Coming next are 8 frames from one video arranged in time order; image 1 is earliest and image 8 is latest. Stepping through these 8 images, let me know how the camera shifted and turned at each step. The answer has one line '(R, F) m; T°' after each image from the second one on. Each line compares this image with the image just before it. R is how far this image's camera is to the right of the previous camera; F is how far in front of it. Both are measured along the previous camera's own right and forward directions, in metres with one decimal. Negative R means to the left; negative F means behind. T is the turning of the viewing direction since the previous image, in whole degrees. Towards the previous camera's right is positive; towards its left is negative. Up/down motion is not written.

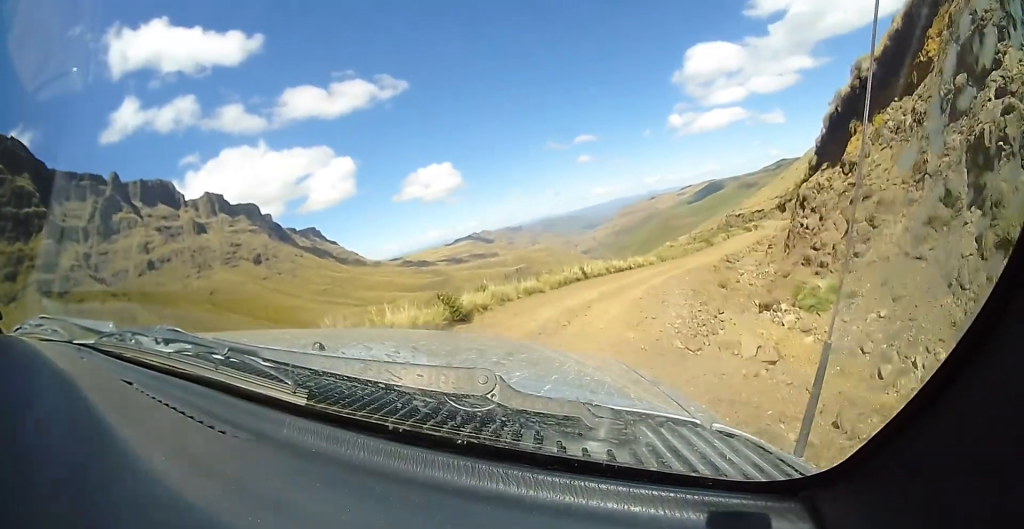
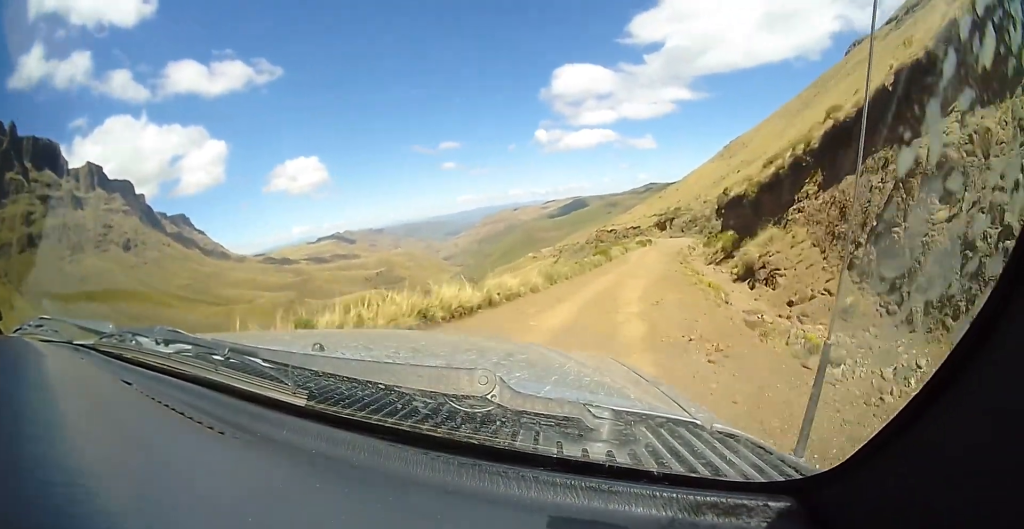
(+3.4, +12.9) m; +21°
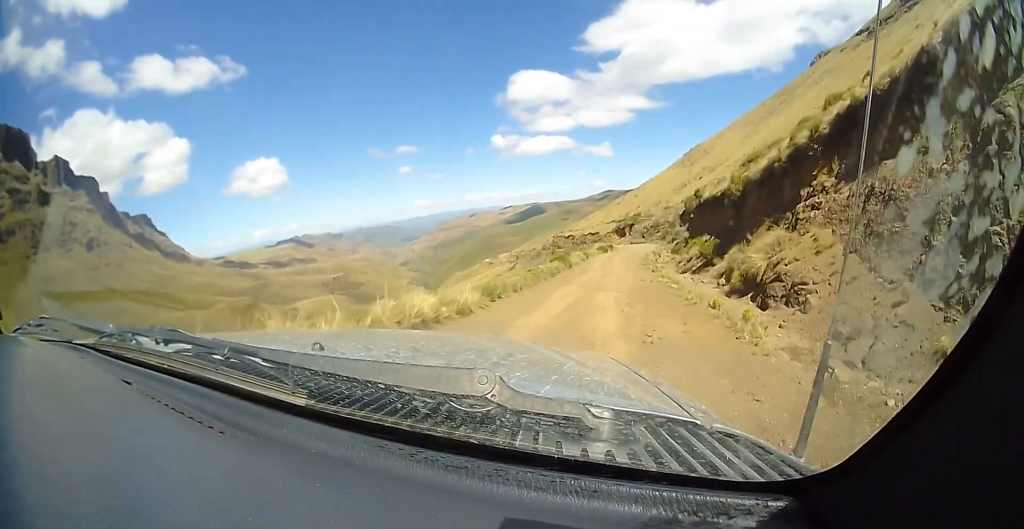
(-0.3, +4.3) m; +2°
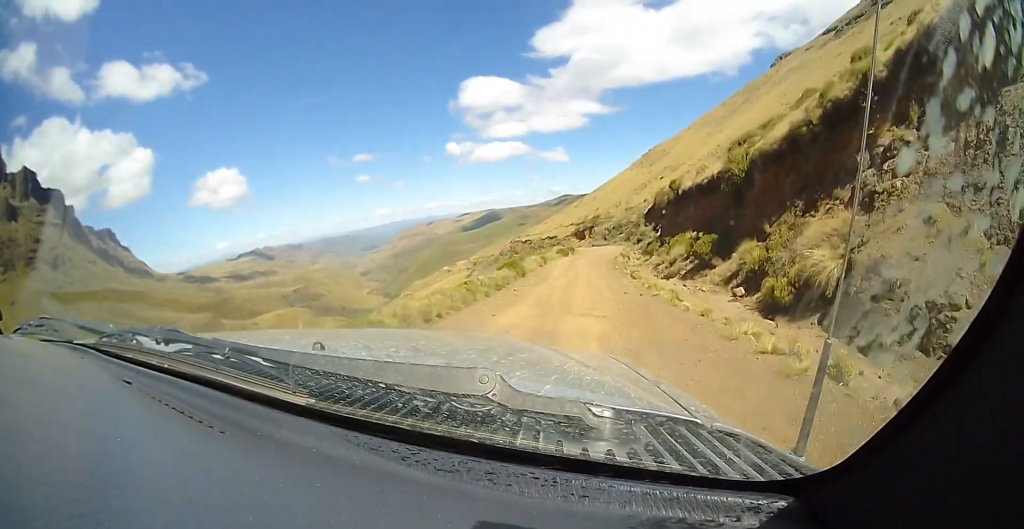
(-0.2, +6.7) m; +3°
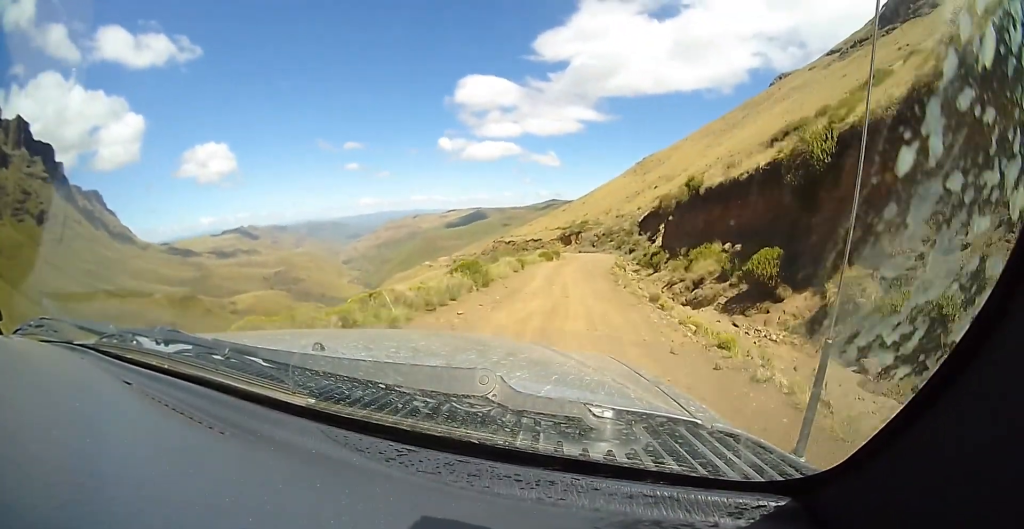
(+1.0, +7.5) m; +1°
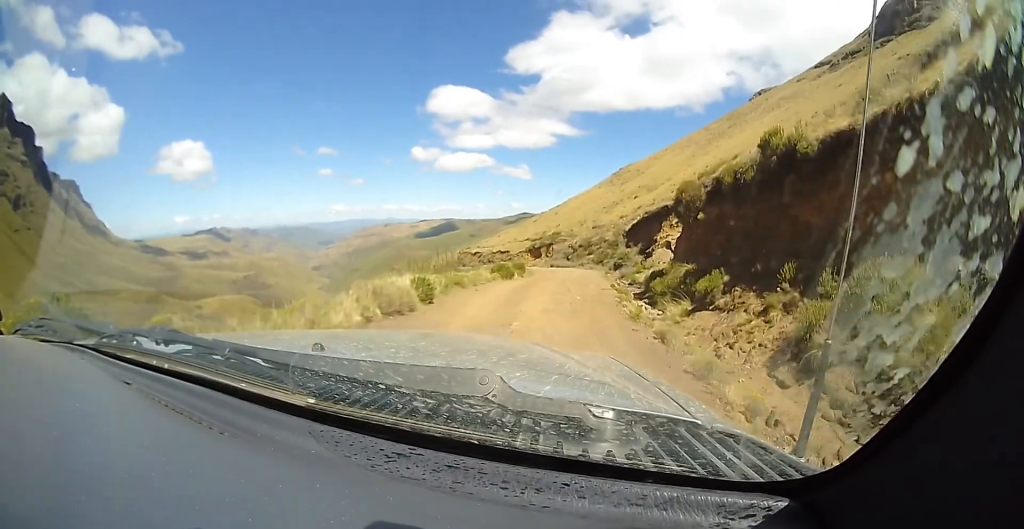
(-0.7, +14.3) m; +1°
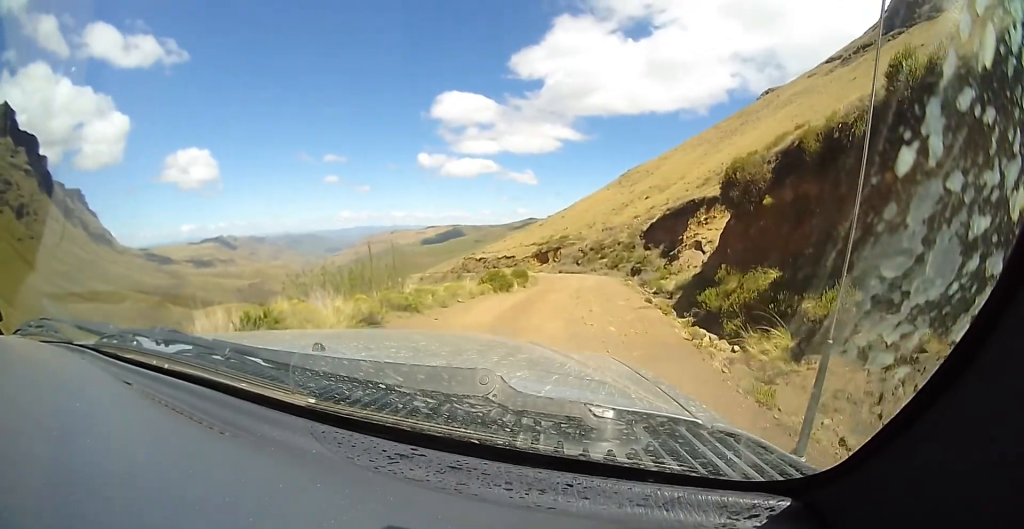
(+0.5, +7.1) m; +4°
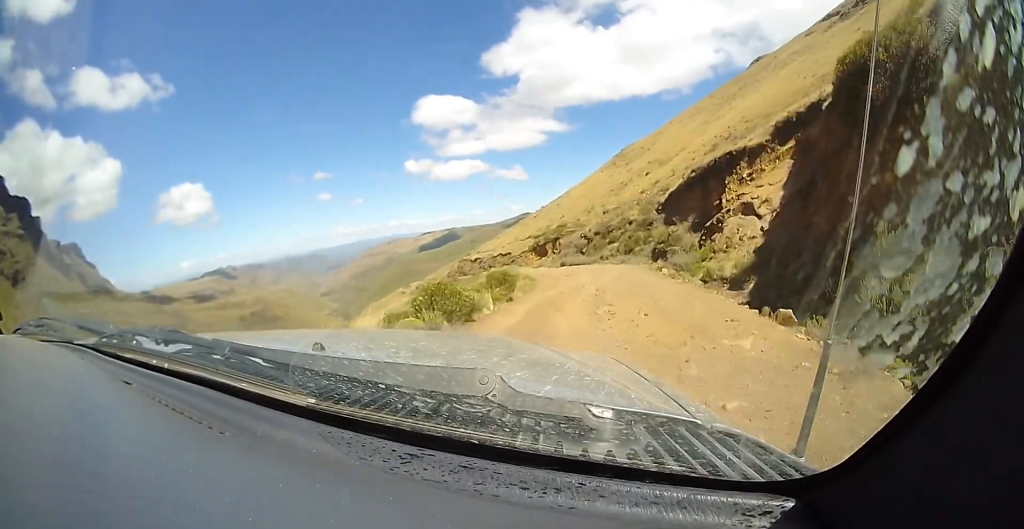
(+0.4, +9.1) m; +5°
